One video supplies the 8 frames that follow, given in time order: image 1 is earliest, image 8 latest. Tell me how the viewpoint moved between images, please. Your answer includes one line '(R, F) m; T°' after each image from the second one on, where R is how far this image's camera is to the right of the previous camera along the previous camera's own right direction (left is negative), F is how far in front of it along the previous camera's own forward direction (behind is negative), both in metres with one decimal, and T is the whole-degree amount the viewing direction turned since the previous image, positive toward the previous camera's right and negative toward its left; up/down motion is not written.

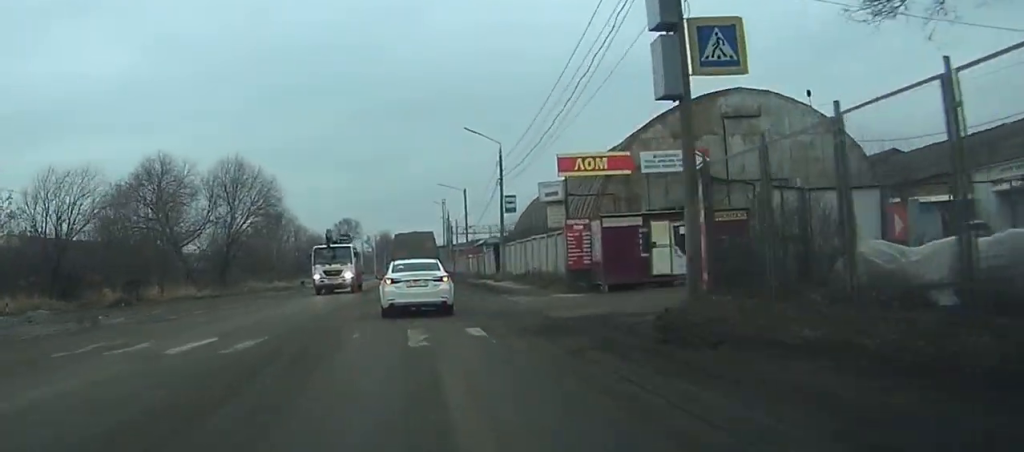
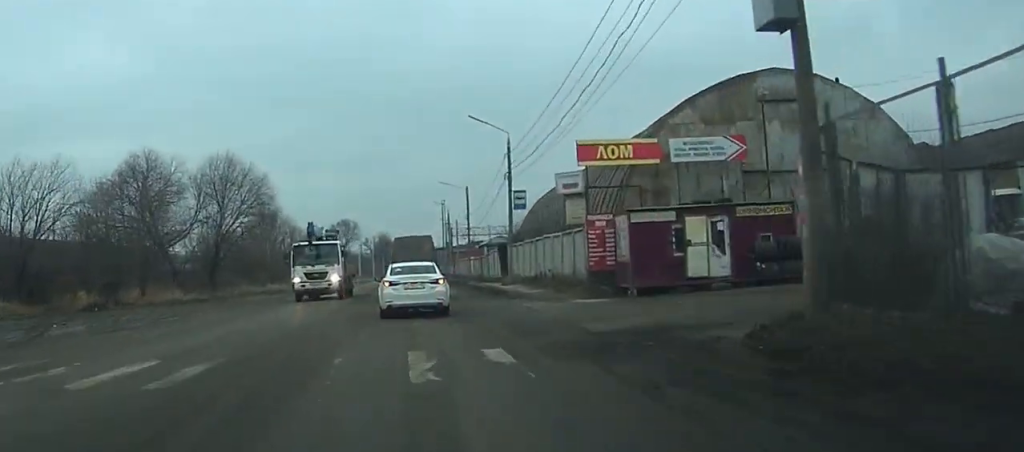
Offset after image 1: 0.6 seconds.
(0.0, +4.5) m; 0°
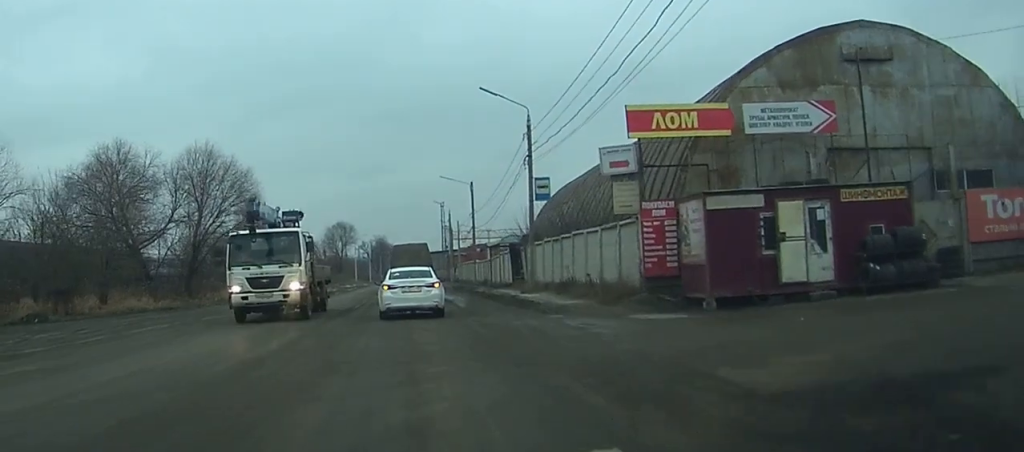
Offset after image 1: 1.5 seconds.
(0.0, +7.6) m; 0°
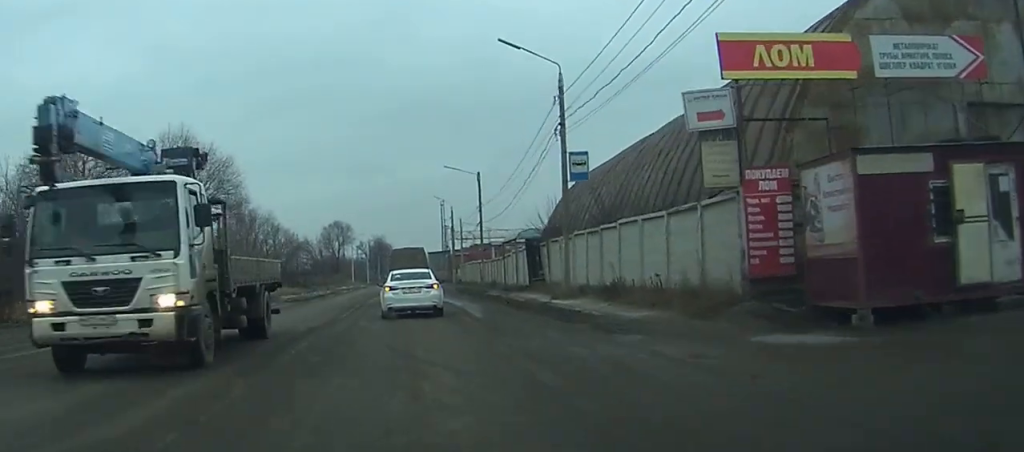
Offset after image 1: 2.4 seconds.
(0.0, +7.2) m; -1°
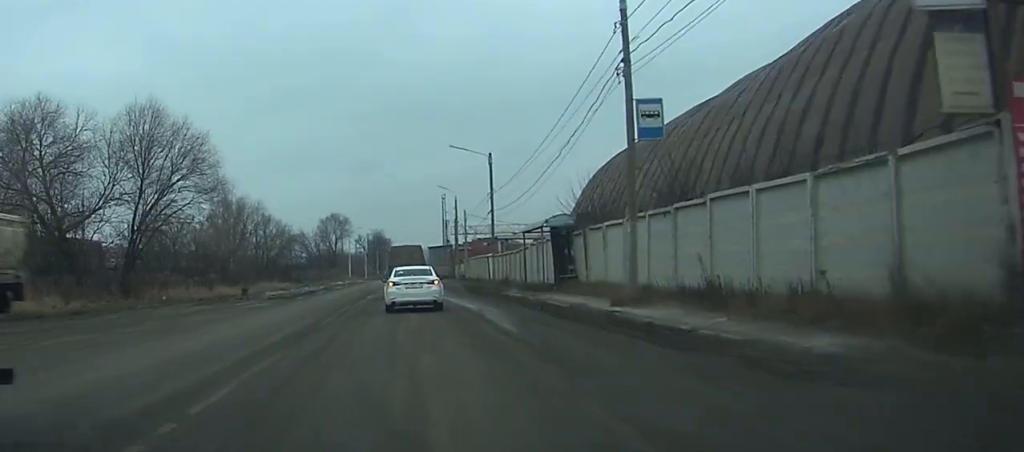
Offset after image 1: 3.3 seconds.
(0.0, +7.5) m; -1°
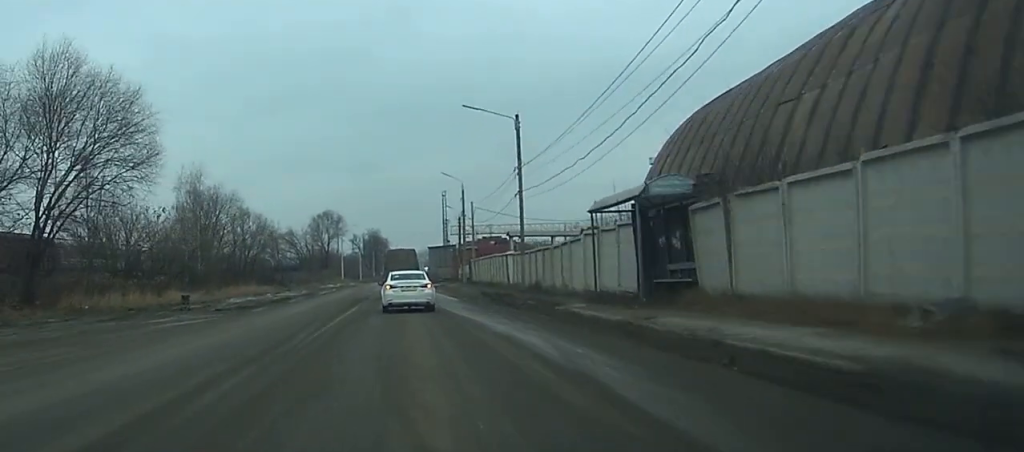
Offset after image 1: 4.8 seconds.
(-0.1, +13.3) m; -1°
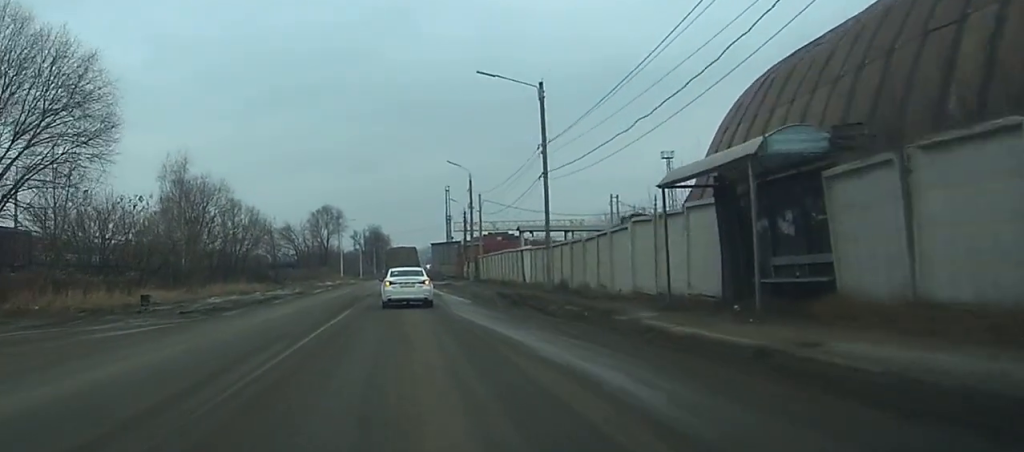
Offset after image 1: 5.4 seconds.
(0.0, +6.2) m; 0°
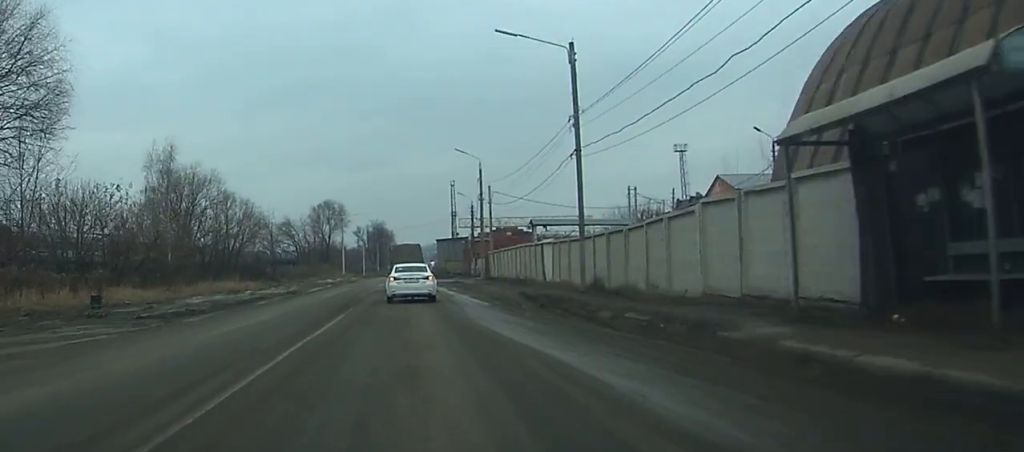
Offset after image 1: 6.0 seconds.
(0.0, +5.4) m; 0°
